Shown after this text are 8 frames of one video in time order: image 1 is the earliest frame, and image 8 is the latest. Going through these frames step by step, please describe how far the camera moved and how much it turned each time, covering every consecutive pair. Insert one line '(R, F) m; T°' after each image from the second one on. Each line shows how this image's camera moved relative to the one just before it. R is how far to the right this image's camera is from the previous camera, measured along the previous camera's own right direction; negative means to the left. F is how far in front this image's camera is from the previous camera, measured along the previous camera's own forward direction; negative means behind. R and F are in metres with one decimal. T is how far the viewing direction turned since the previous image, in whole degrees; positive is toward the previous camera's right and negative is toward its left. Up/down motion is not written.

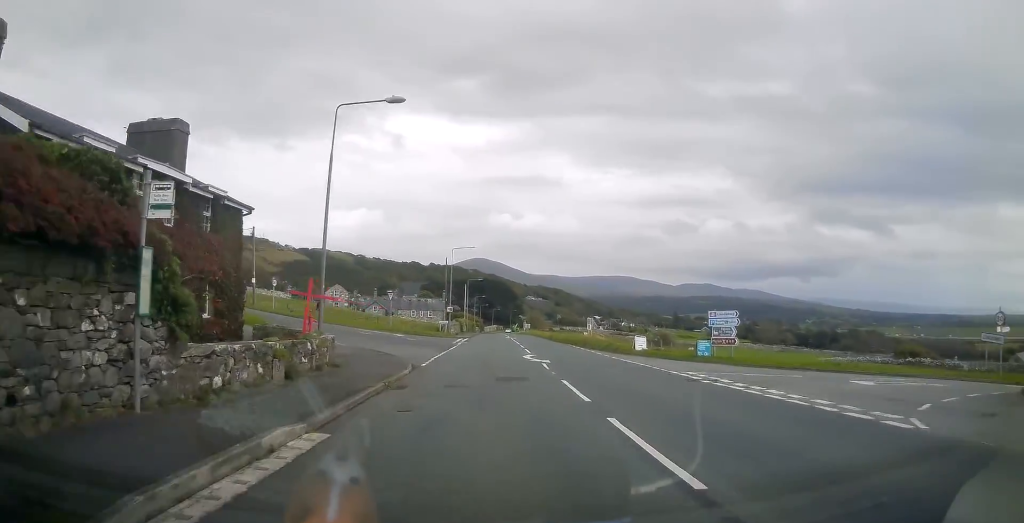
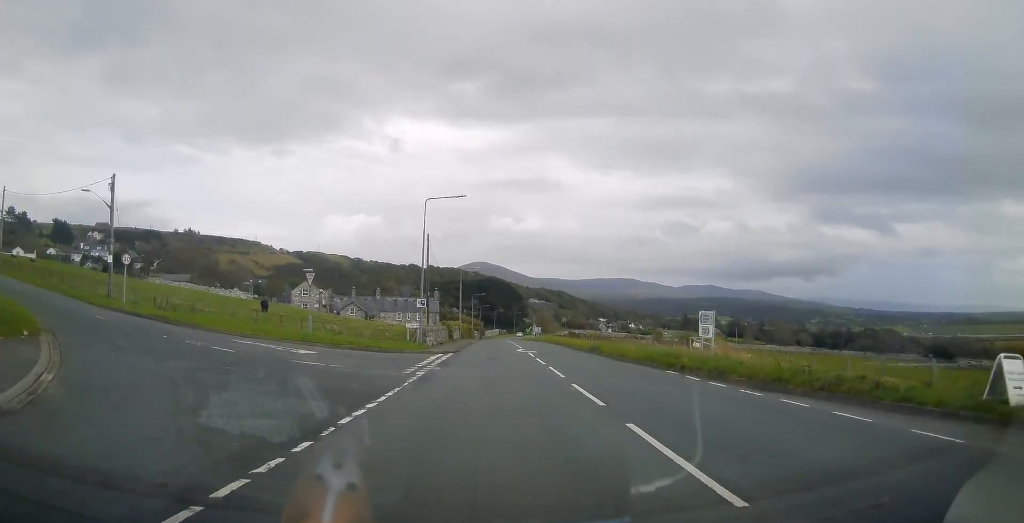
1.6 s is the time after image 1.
(-1.7, +23.4) m; -5°
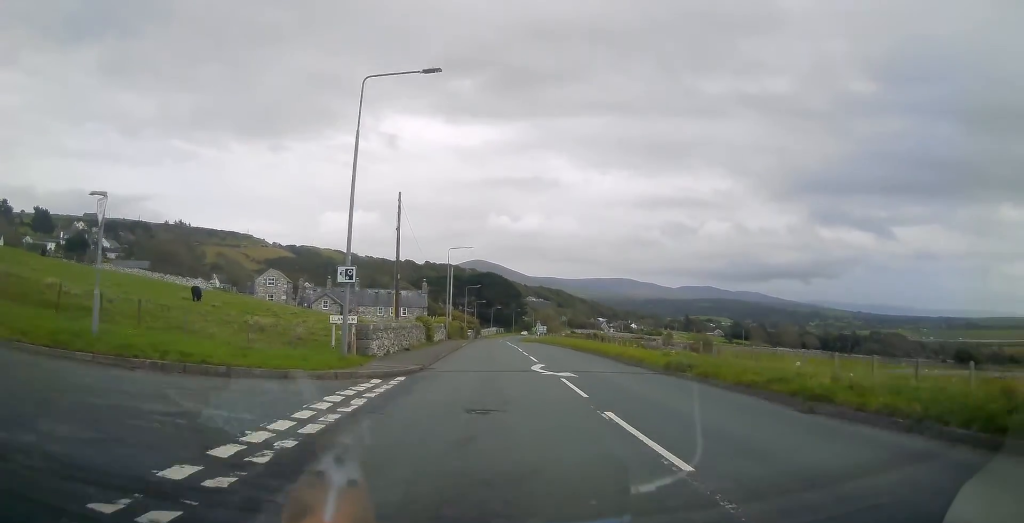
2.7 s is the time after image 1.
(+0.2, +16.3) m; +2°
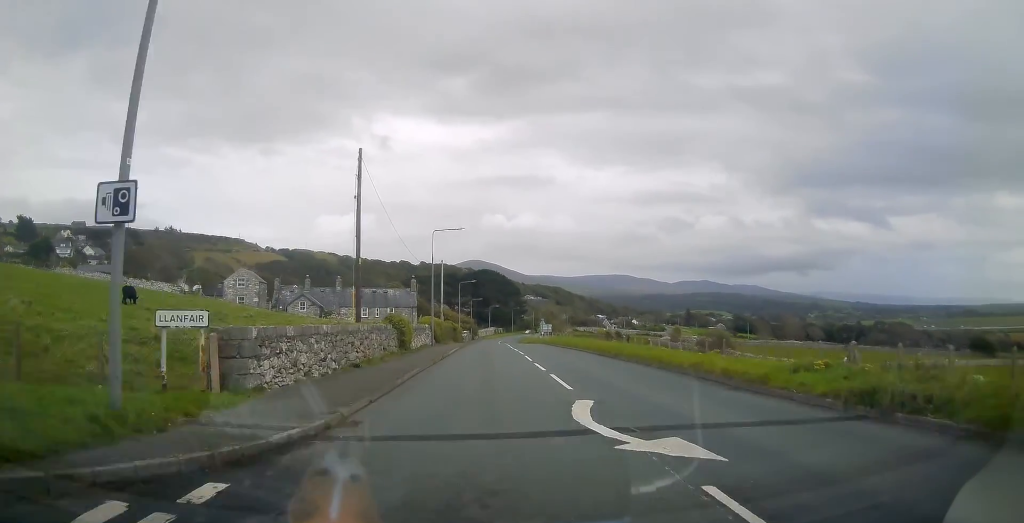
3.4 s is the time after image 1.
(+0.2, +10.6) m; 0°
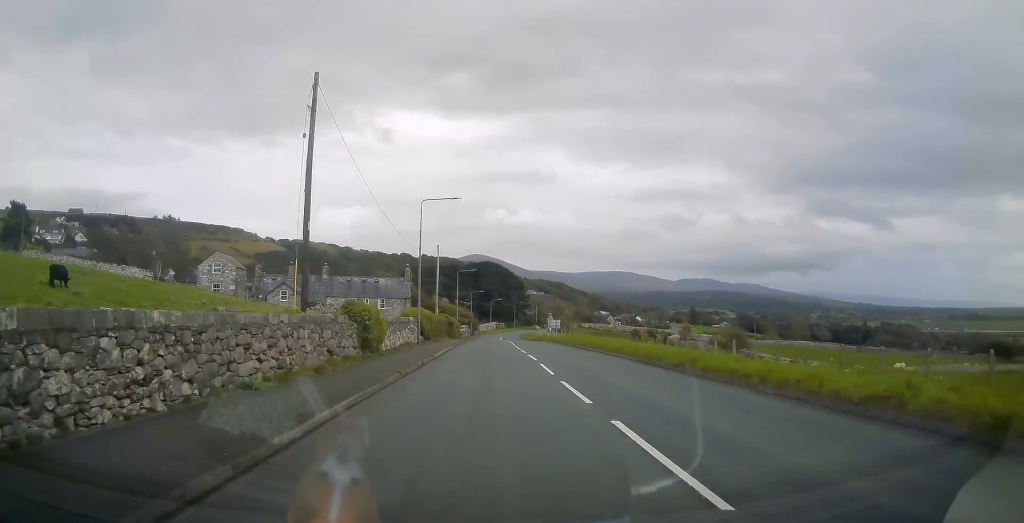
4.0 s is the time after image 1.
(0.0, +8.6) m; 0°
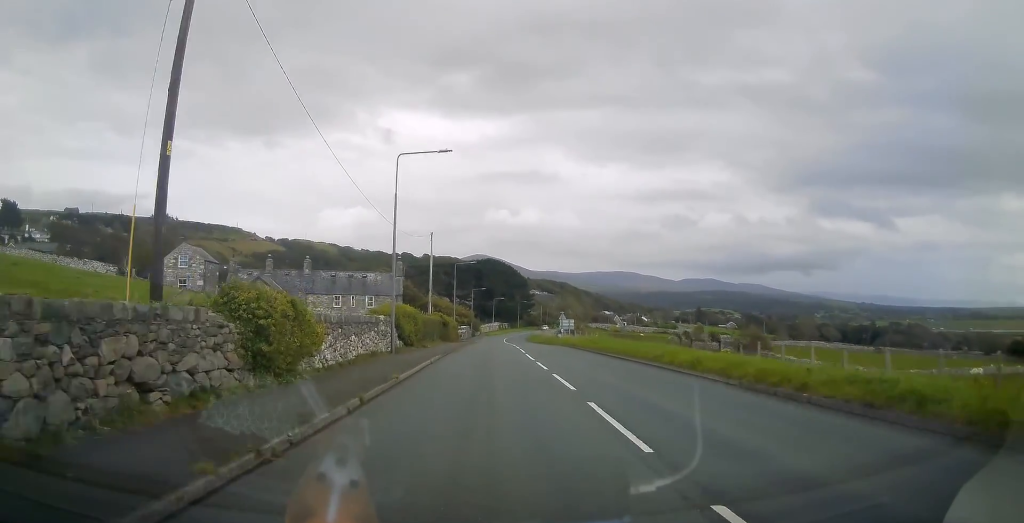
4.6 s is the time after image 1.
(-0.1, +9.6) m; -1°
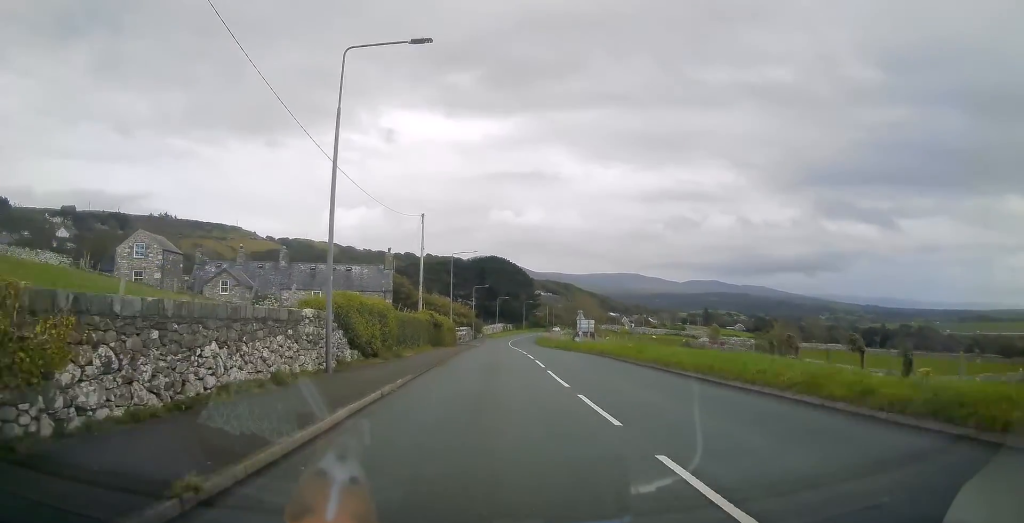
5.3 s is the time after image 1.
(0.0, +10.0) m; 0°
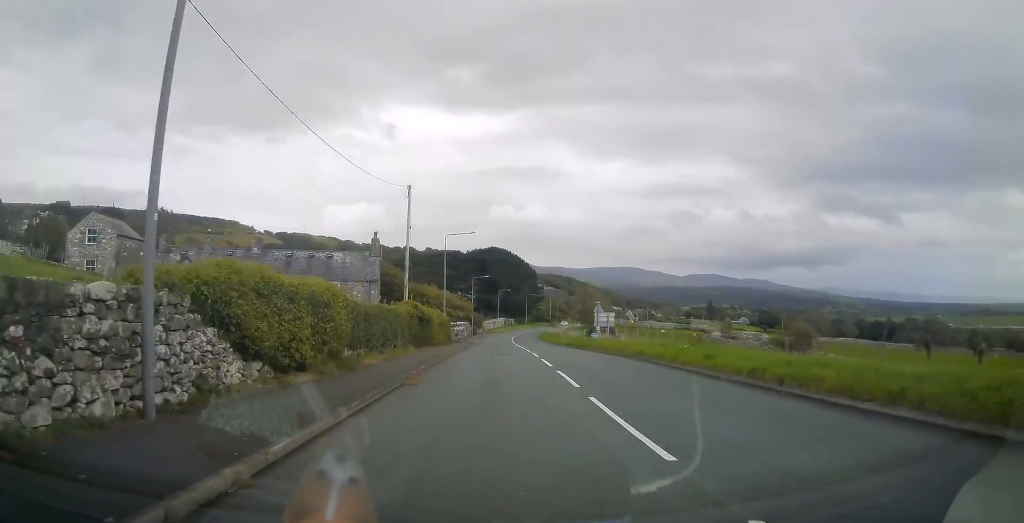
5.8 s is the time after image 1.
(0.0, +8.0) m; 0°
